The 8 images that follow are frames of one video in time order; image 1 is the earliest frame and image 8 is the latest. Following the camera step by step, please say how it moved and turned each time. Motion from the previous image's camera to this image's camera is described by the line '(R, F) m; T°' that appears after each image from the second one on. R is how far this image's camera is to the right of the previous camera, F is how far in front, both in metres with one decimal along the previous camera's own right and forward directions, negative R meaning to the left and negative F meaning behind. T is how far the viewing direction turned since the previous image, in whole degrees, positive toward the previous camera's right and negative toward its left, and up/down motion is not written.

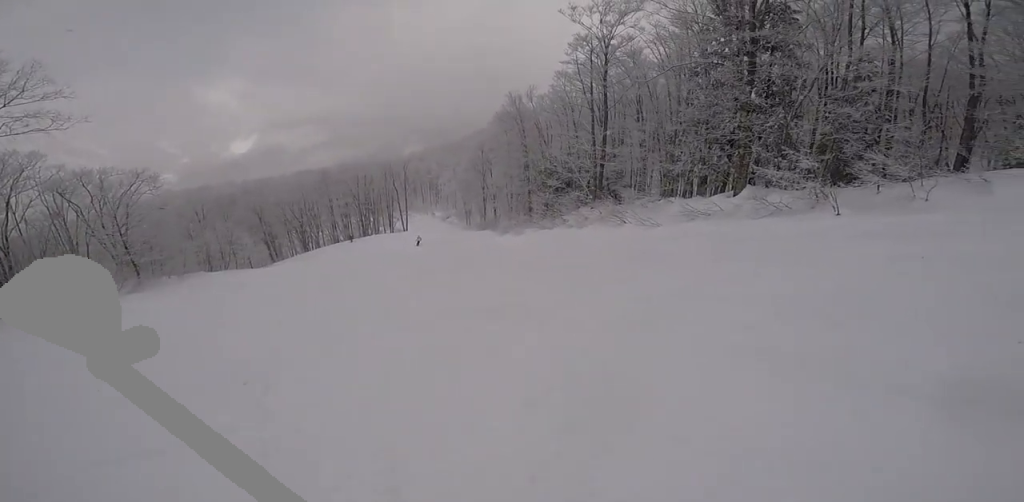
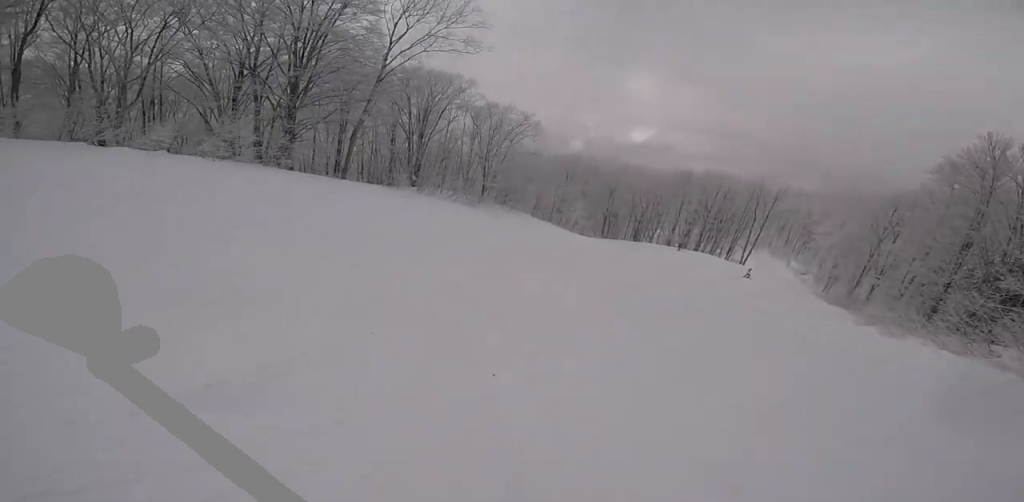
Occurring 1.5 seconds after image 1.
(-2.2, +6.5) m; -33°
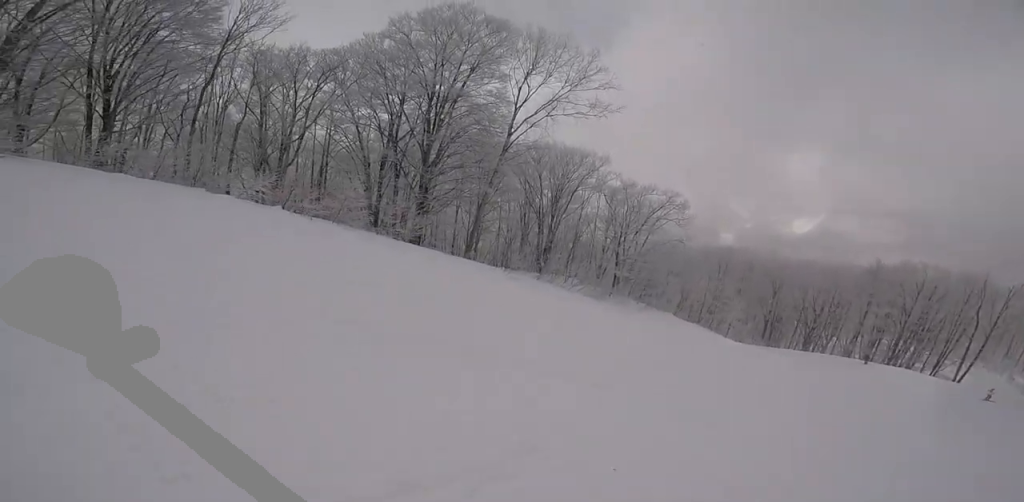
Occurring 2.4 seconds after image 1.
(-0.2, +3.7) m; -22°
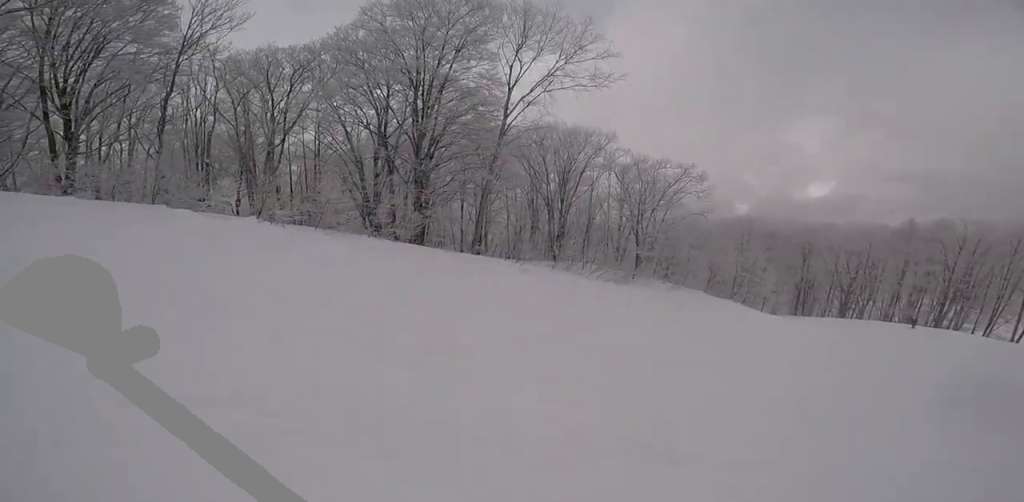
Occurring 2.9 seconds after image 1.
(-1.2, +1.4) m; -1°
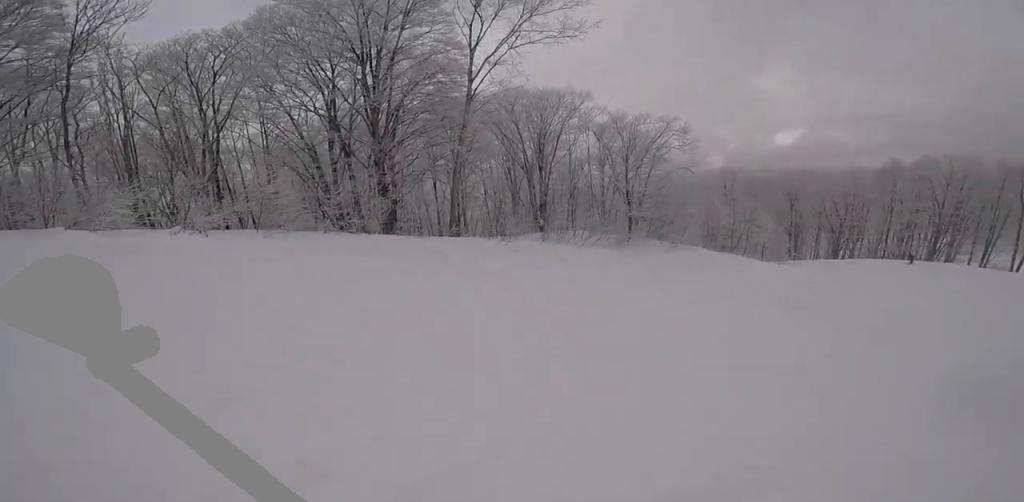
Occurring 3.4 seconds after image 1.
(-0.3, +1.9) m; +9°
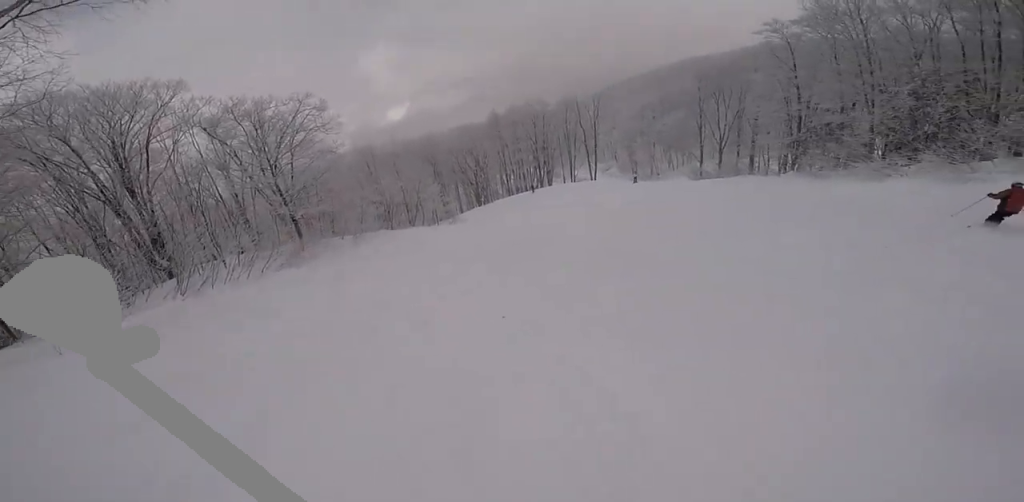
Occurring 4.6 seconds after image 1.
(+2.6, +4.5) m; +42°
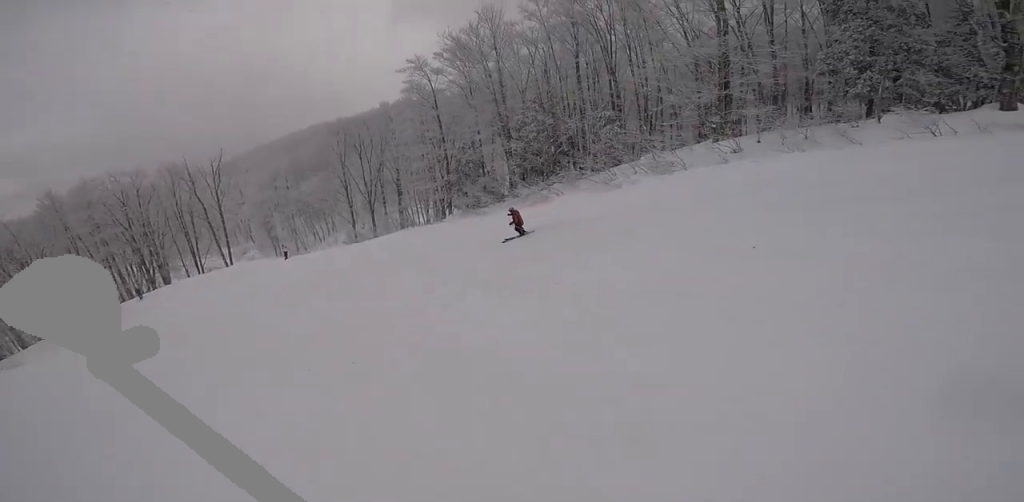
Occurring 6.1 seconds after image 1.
(+1.6, +5.1) m; +50°
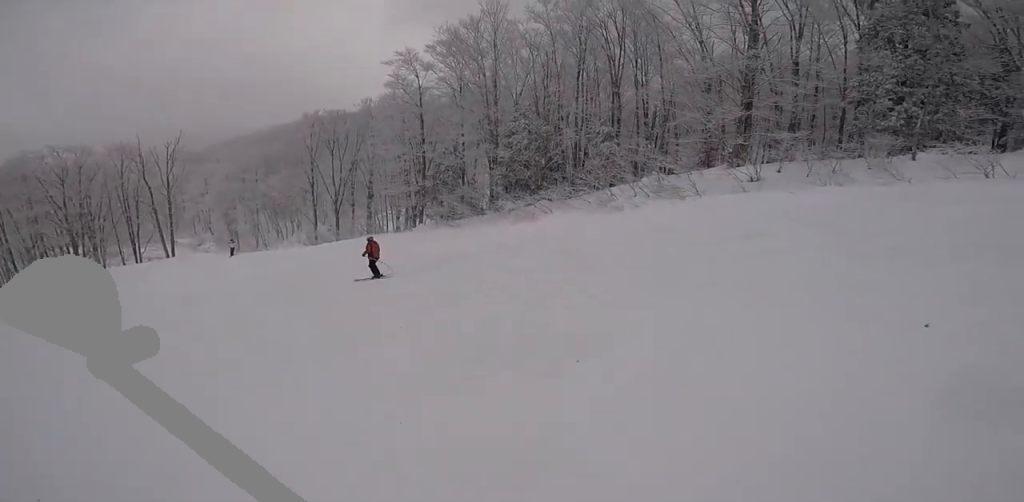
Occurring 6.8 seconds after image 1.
(+1.0, +2.6) m; +9°
